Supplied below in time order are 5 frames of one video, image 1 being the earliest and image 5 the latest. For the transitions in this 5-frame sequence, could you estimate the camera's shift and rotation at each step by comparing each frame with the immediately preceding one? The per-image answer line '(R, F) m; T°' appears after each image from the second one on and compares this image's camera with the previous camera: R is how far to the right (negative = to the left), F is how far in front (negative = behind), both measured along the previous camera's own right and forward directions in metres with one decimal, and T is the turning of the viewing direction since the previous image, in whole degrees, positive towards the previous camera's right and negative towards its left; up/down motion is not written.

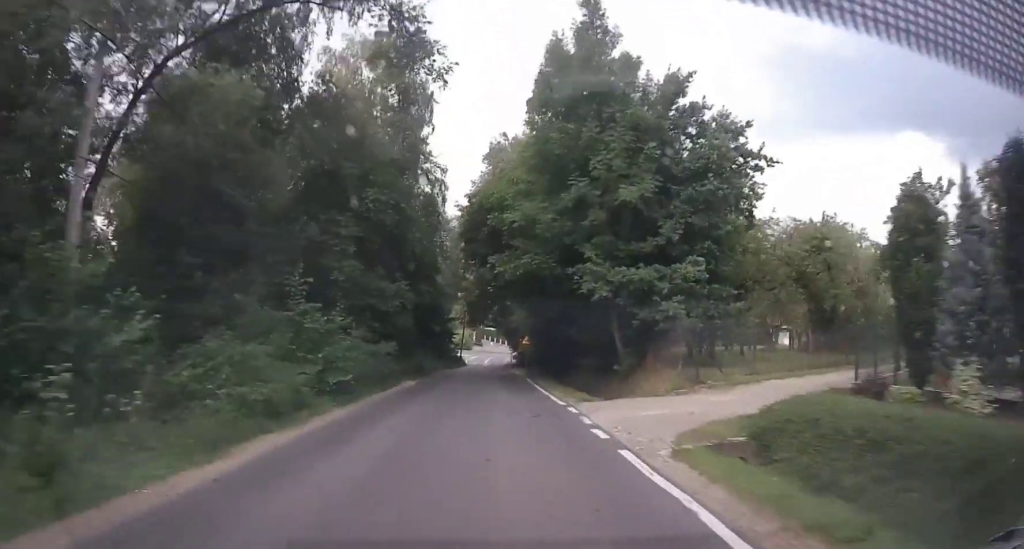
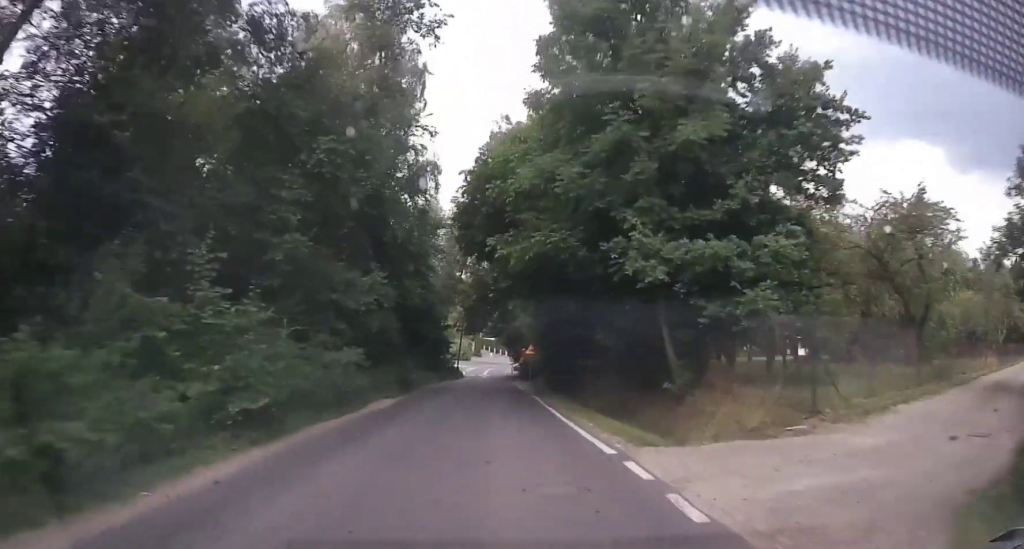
(-0.1, +6.2) m; 0°
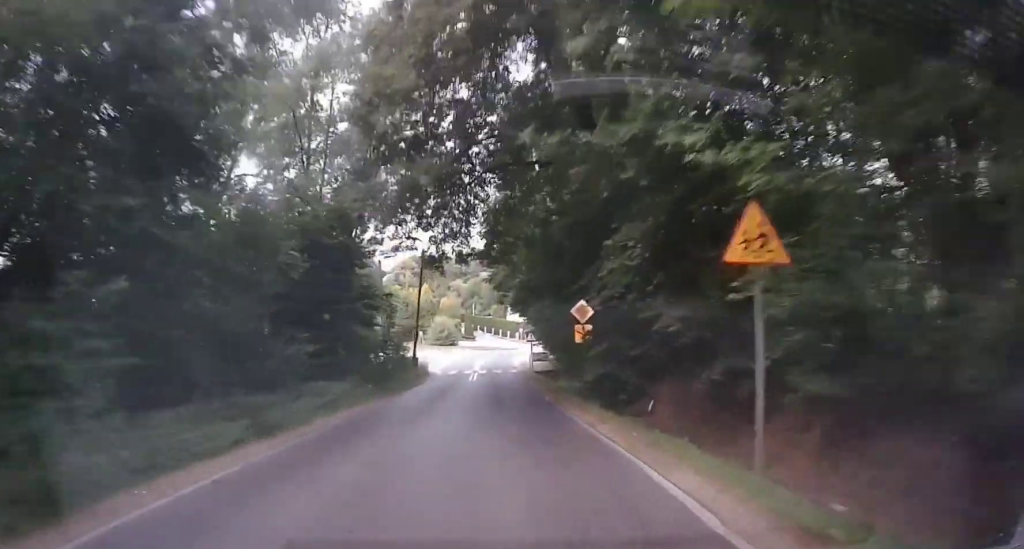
(+1.3, +42.5) m; +2°
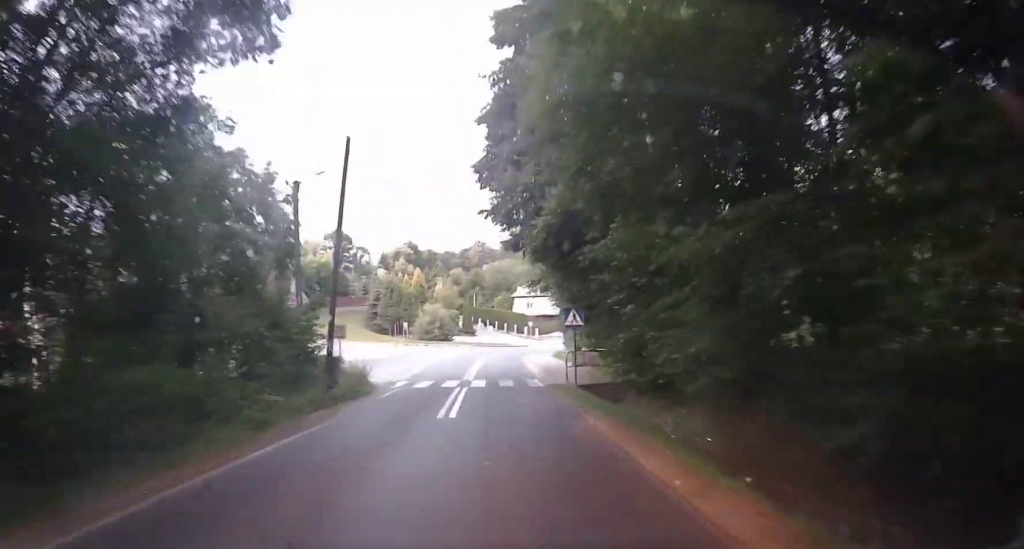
(0.0, +18.6) m; -1°
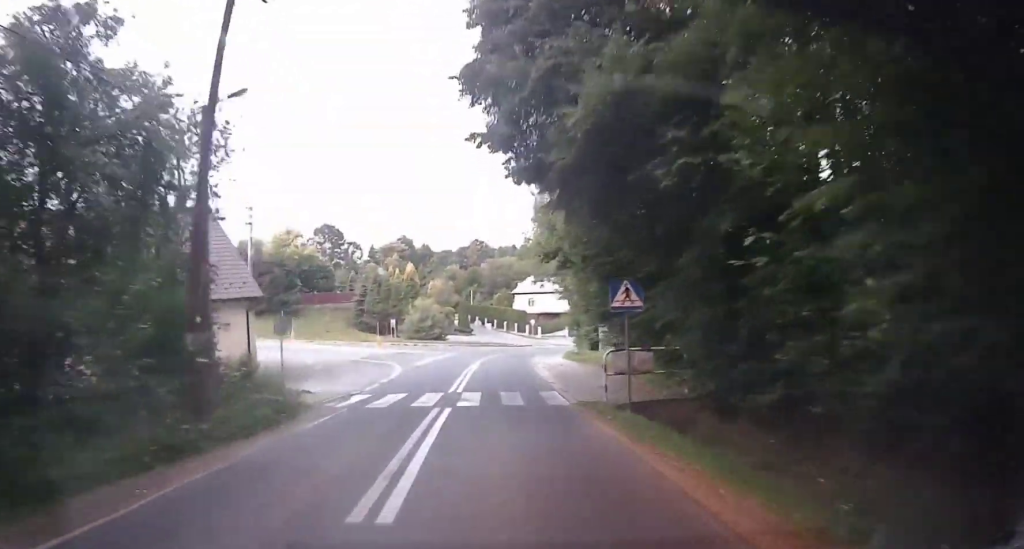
(0.0, +7.7) m; -3°
